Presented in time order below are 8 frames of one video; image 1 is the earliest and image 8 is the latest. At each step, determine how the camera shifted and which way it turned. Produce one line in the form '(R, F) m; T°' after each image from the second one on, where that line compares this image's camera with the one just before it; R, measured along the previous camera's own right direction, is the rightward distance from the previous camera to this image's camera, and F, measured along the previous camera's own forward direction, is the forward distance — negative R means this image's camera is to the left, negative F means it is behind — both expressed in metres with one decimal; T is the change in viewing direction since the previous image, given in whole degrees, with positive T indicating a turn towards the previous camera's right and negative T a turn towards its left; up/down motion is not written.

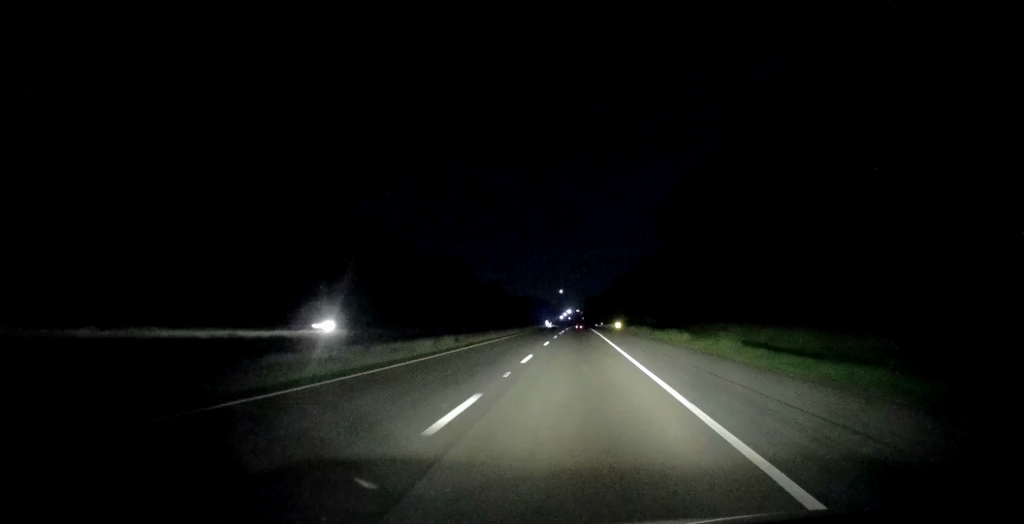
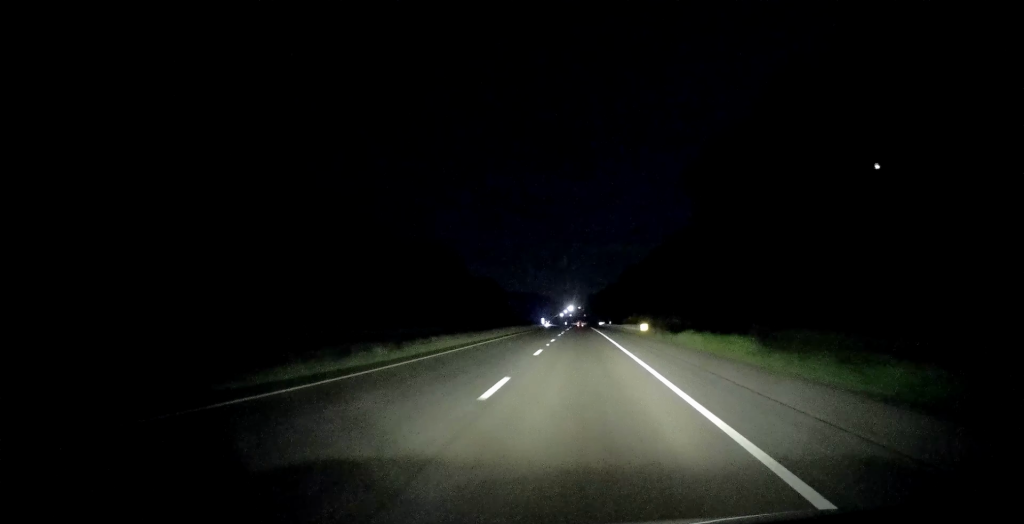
(+0.1, +33.0) m; -1°
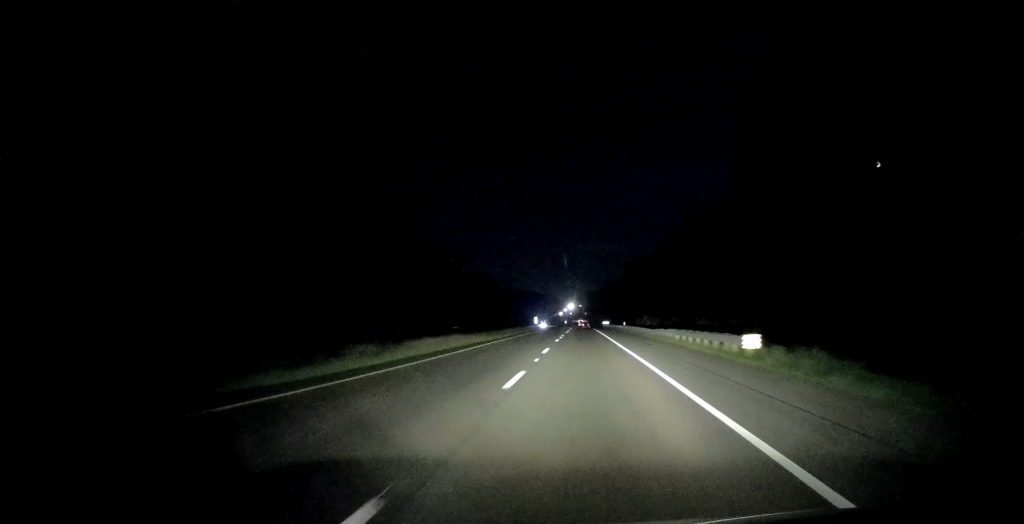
(-0.3, +34.2) m; -1°
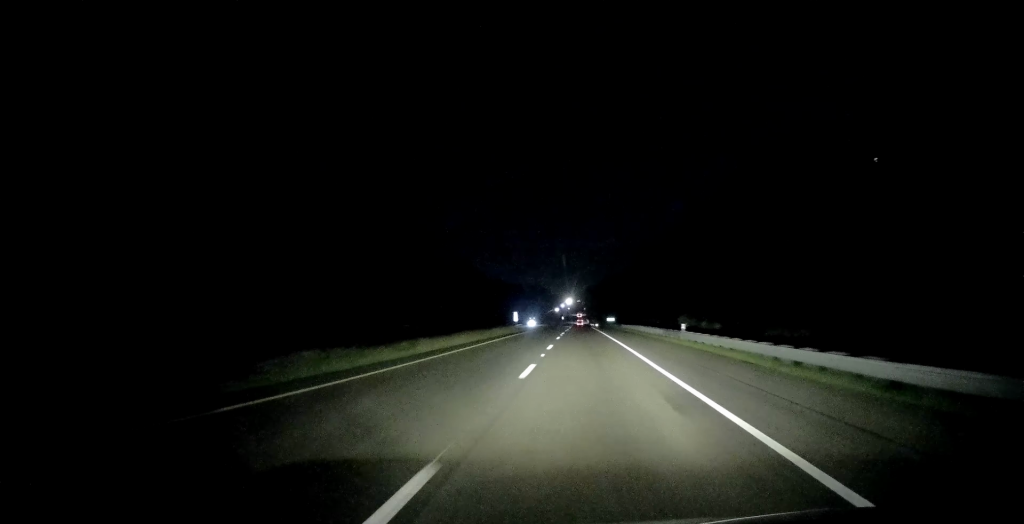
(+0.1, +47.0) m; 0°
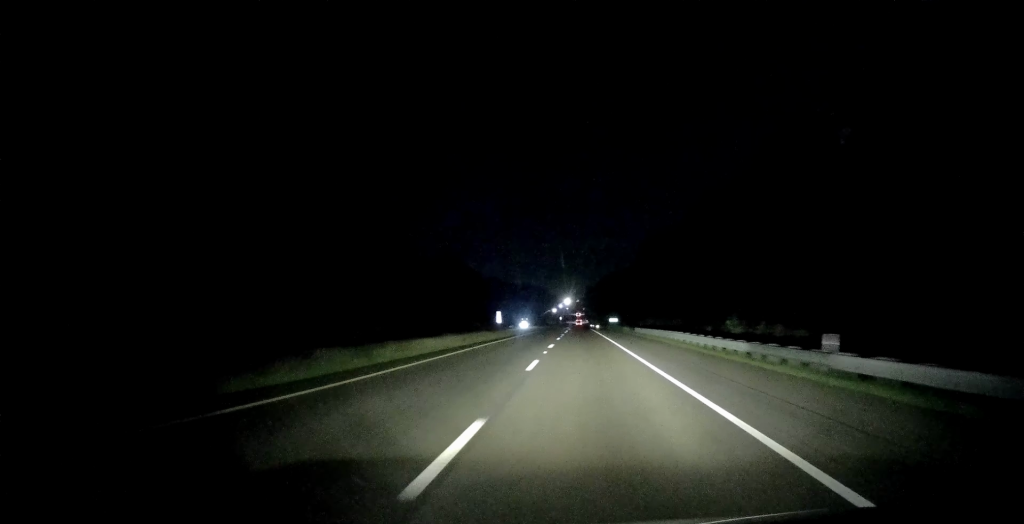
(-0.1, +22.4) m; 0°
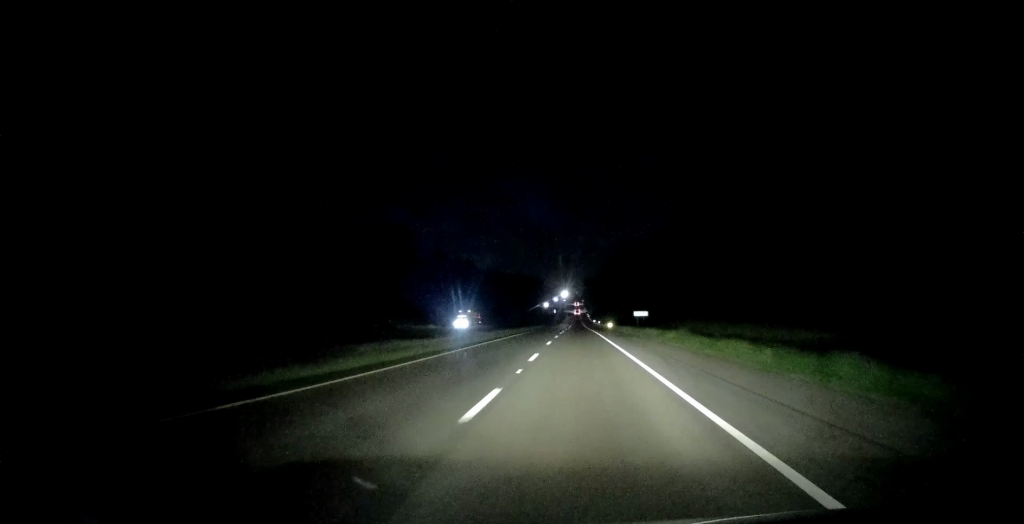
(+0.8, +80.3) m; 0°
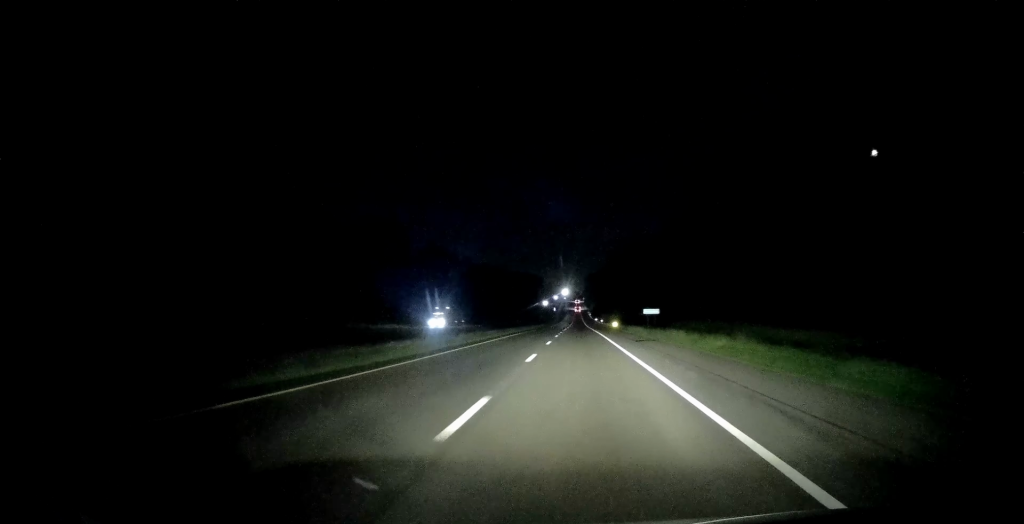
(+0.1, +13.0) m; 0°
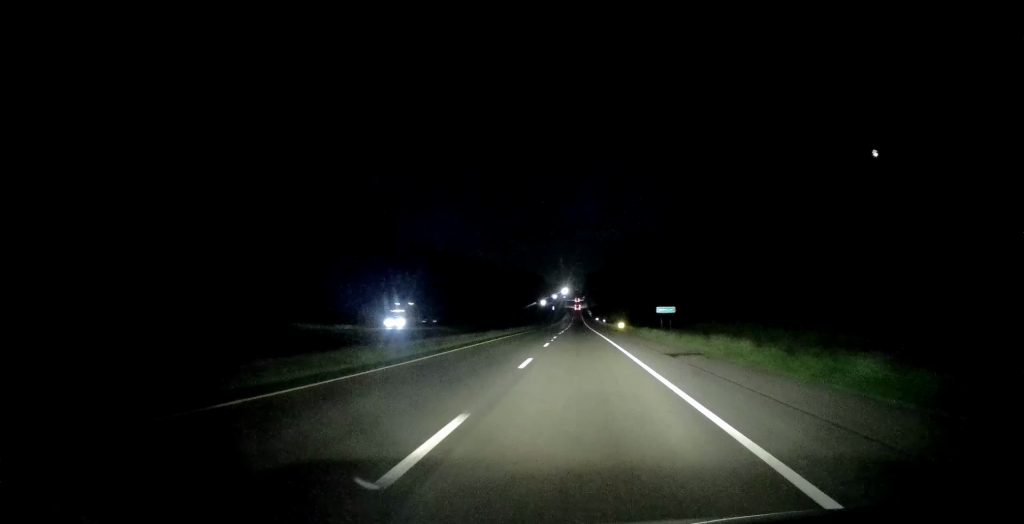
(-0.1, +14.1) m; 0°
